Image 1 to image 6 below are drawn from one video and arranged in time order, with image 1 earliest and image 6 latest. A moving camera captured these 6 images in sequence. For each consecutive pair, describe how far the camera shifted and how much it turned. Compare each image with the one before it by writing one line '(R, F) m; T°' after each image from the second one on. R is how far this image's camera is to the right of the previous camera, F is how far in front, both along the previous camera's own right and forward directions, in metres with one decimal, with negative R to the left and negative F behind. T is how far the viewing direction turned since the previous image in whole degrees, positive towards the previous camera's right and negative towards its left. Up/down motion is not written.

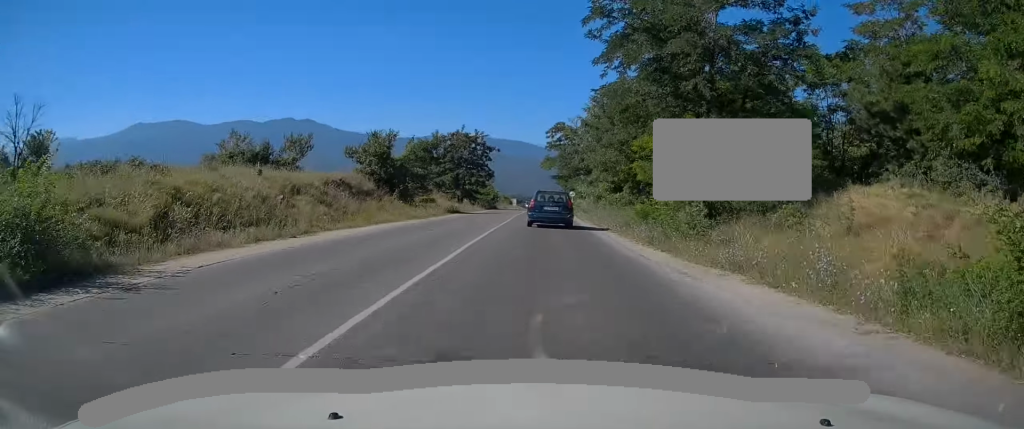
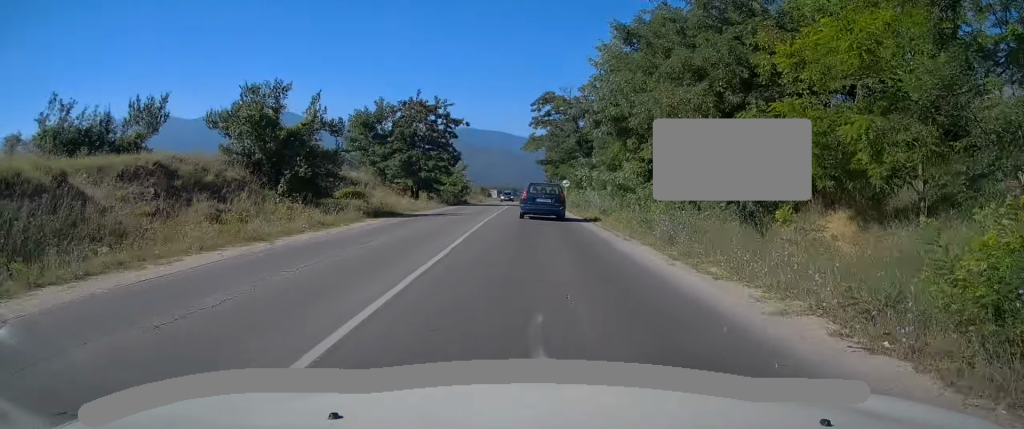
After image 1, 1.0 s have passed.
(+0.2, +17.8) m; +1°
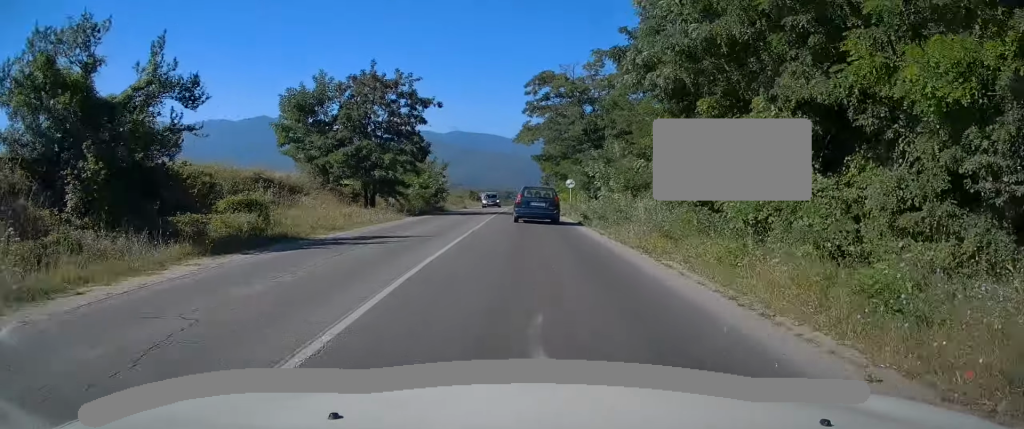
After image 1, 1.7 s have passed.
(+0.2, +12.6) m; +1°
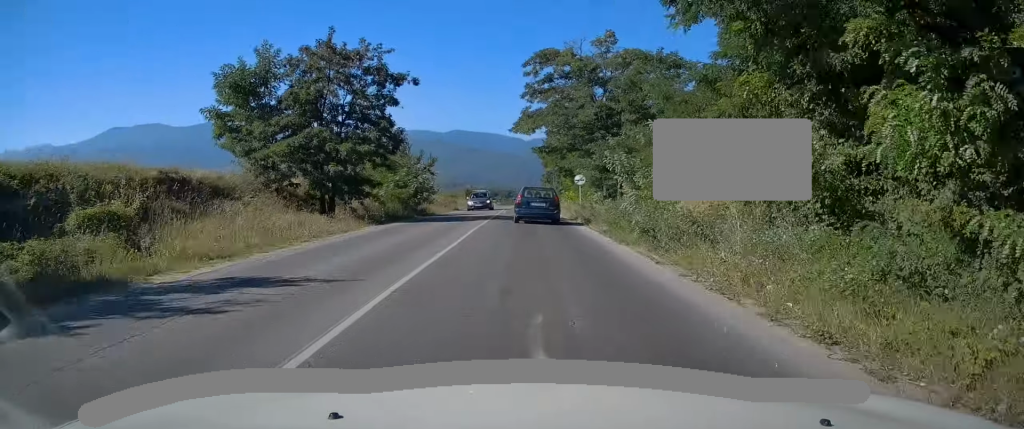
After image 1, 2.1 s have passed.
(0.0, +7.9) m; 0°
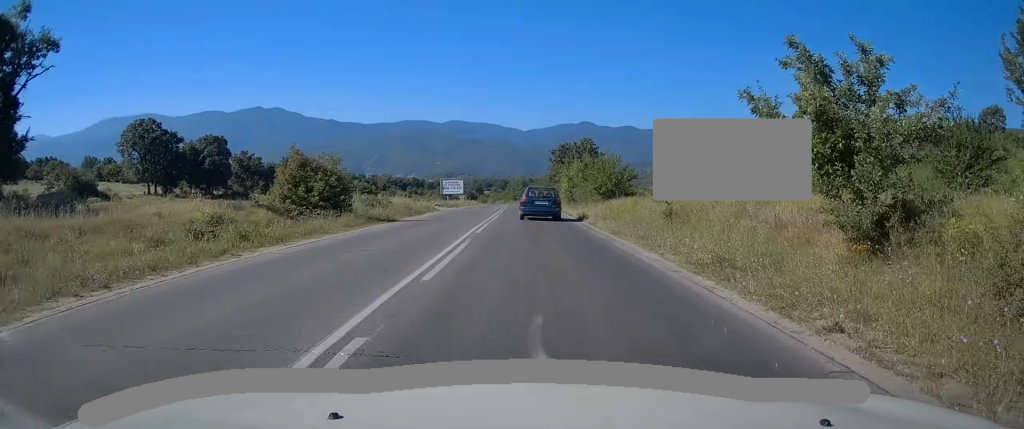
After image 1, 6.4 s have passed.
(+0.2, +75.7) m; 0°
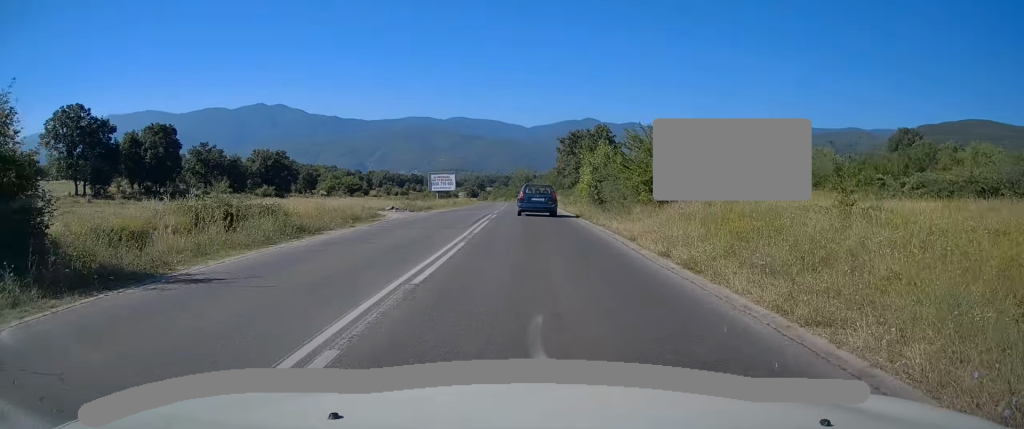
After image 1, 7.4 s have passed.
(0.0, +18.3) m; -1°
